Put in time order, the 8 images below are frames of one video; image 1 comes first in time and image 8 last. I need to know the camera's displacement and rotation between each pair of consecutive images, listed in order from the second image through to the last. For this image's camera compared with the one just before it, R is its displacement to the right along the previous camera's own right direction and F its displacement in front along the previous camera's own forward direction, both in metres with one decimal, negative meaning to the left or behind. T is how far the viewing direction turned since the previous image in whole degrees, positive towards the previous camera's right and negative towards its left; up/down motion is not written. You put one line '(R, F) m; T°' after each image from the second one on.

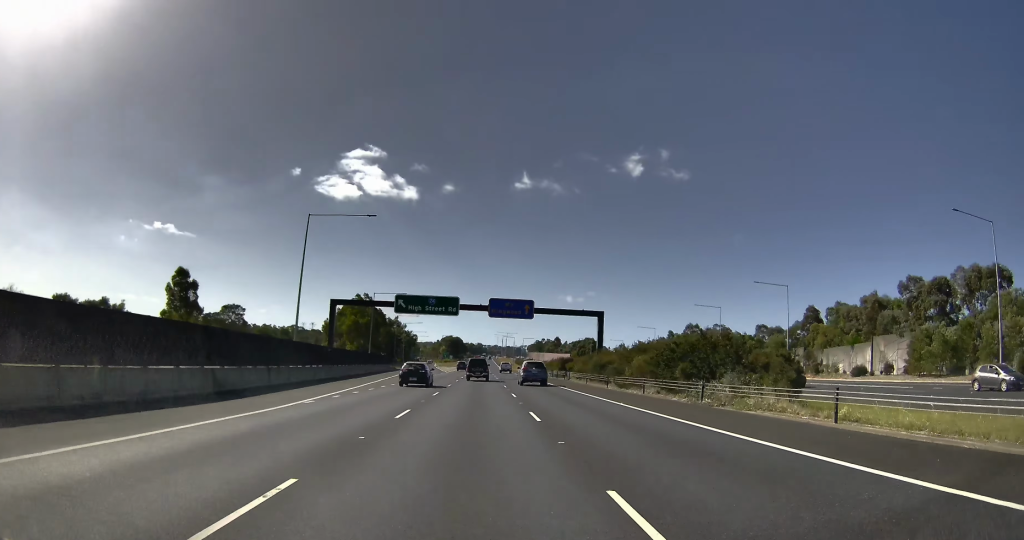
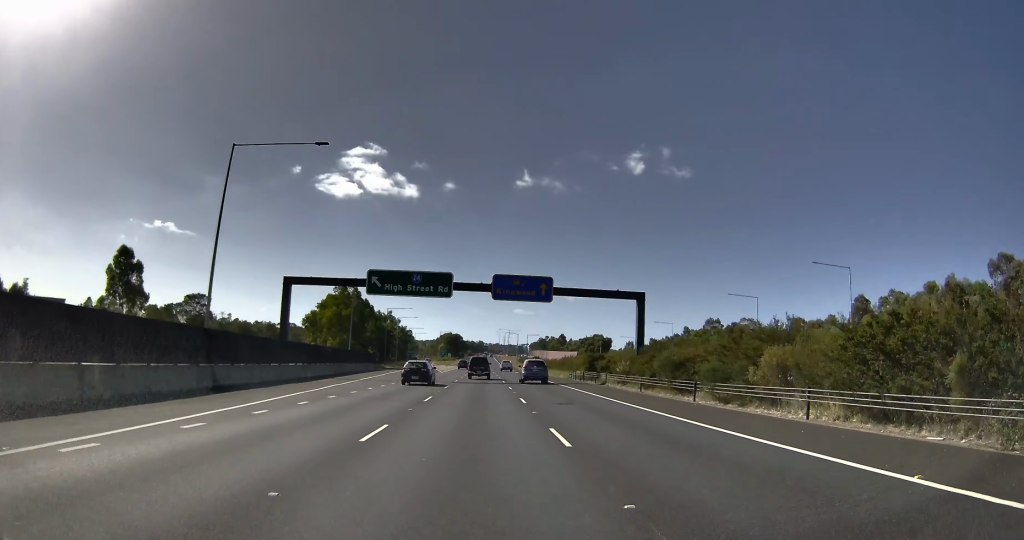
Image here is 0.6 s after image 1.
(0.0, +13.3) m; 0°
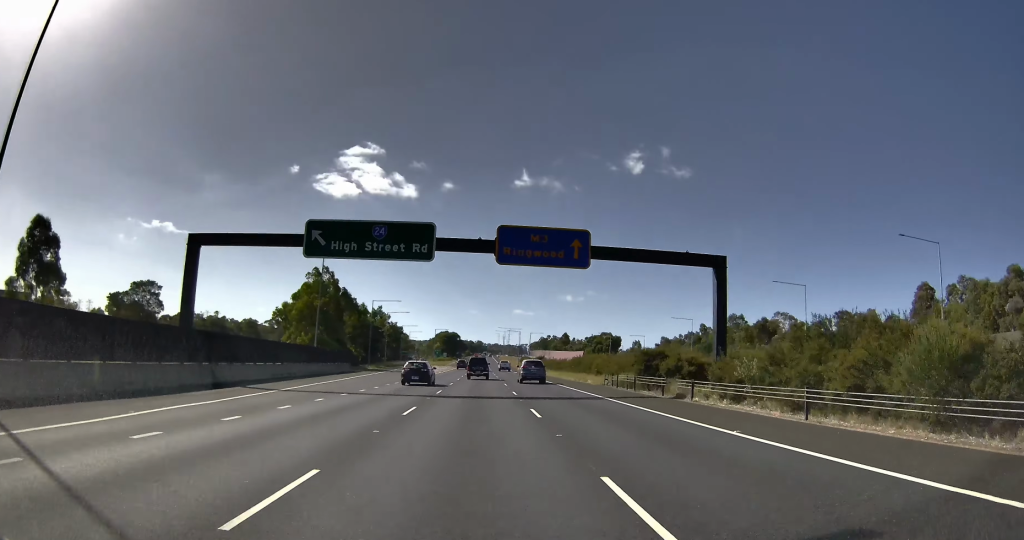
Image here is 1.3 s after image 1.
(0.0, +14.5) m; 0°
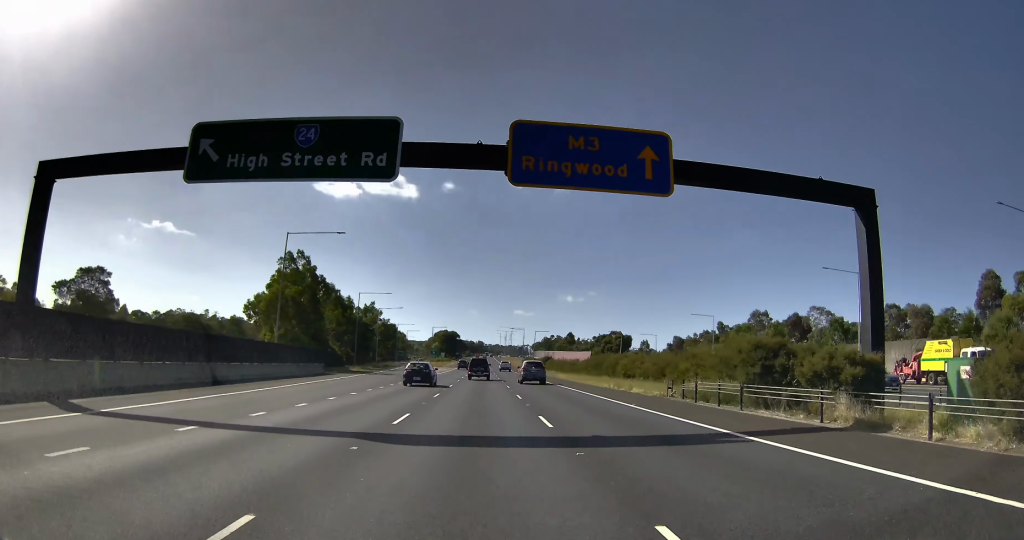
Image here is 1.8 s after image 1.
(0.0, +12.4) m; 0°
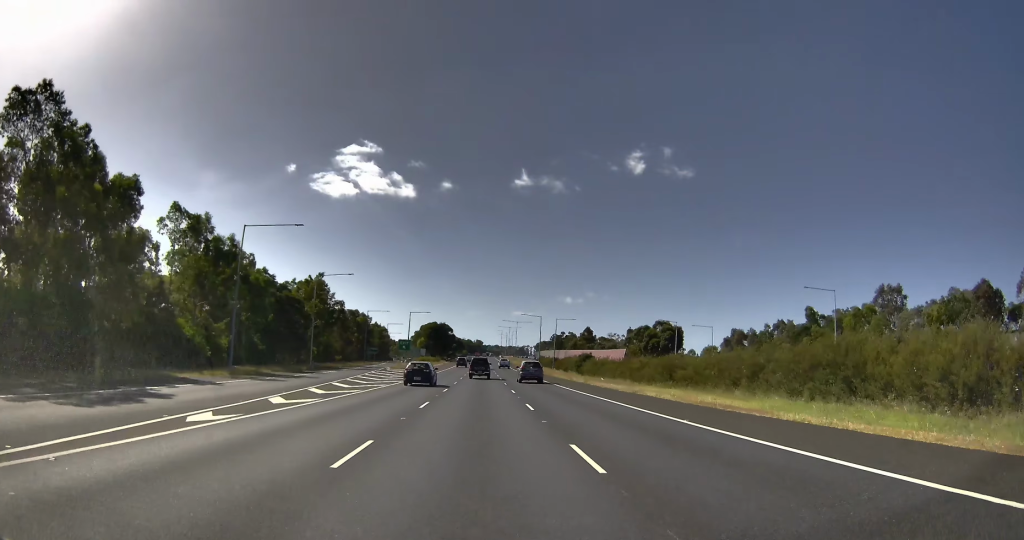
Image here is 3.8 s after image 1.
(-0.6, +51.2) m; -2°
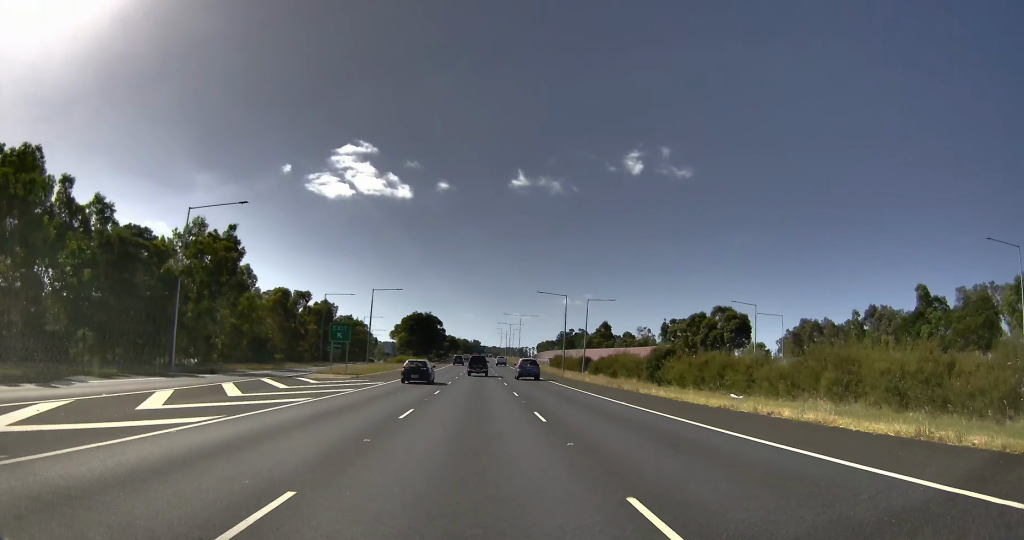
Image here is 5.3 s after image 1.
(+0.3, +42.4) m; +2°
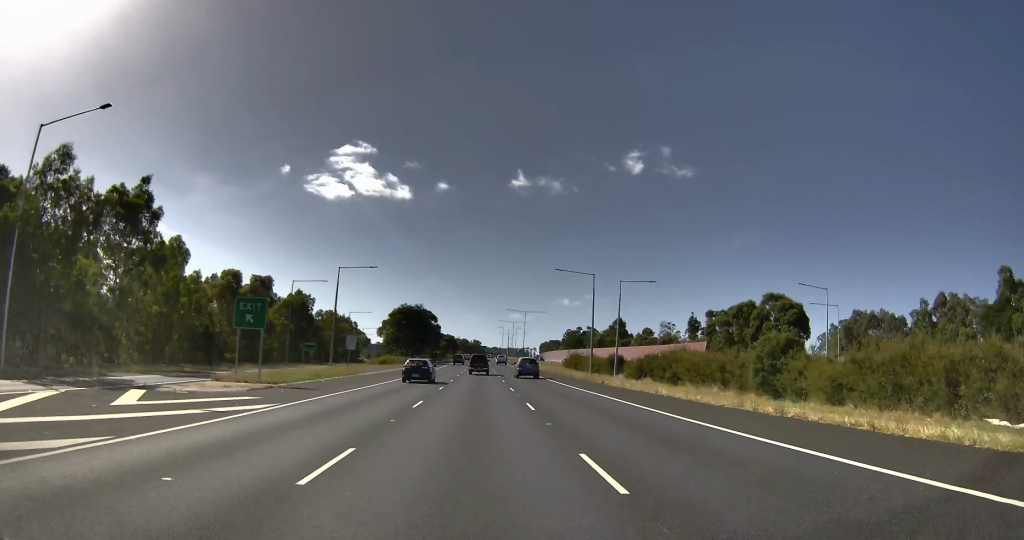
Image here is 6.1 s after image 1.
(+0.5, +22.8) m; 0°
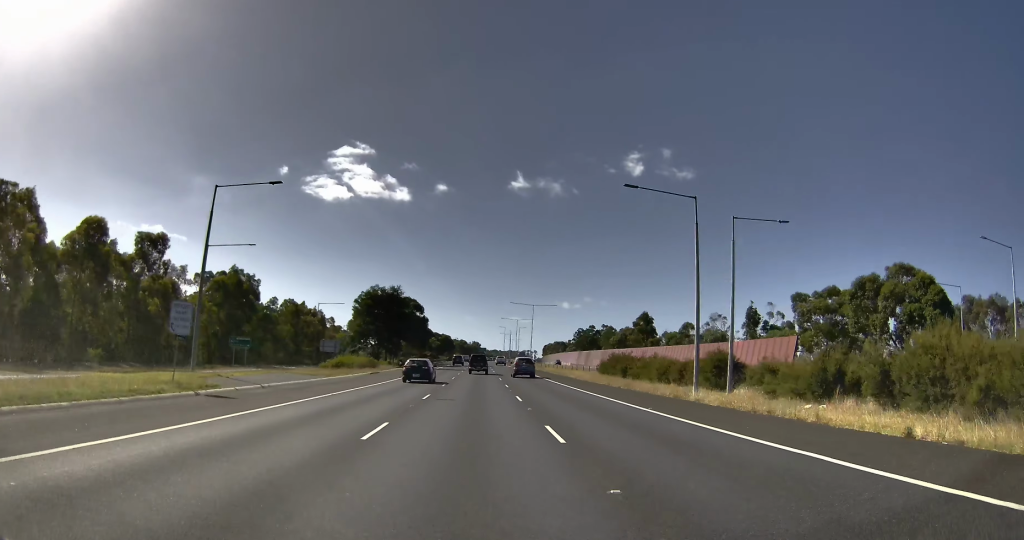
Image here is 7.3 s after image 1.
(-0.6, +37.9) m; -1°
